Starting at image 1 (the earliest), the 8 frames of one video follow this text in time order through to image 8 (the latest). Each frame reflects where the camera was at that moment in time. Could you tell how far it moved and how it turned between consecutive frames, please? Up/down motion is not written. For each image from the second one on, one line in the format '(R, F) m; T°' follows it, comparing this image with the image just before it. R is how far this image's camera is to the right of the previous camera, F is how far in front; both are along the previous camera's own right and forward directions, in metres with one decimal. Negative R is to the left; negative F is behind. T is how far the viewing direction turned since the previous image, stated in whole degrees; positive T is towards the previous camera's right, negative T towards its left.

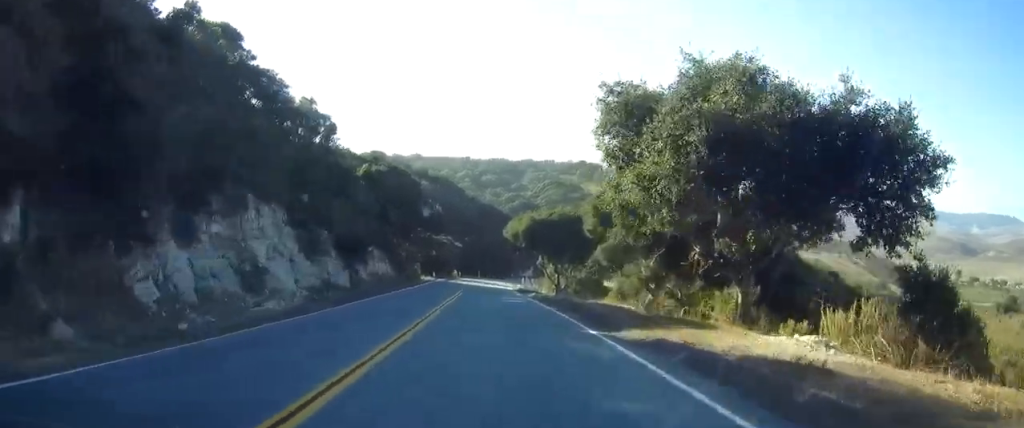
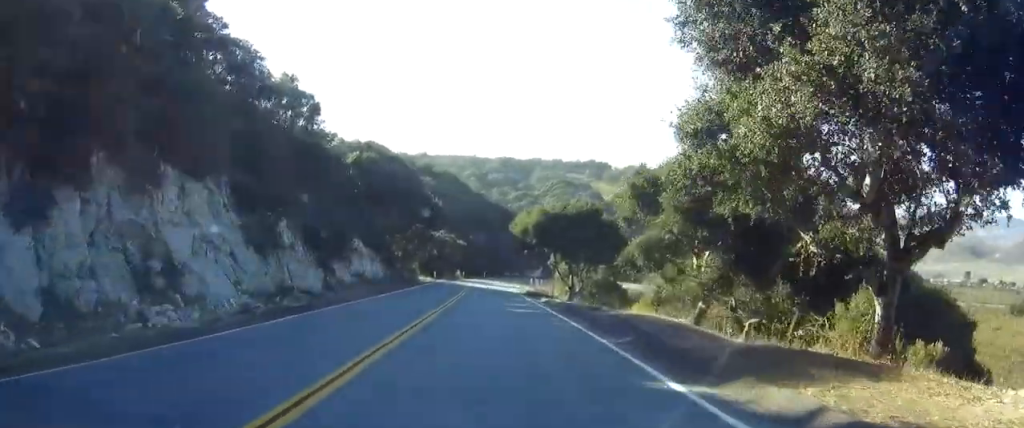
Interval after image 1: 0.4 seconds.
(-0.1, +7.4) m; -1°
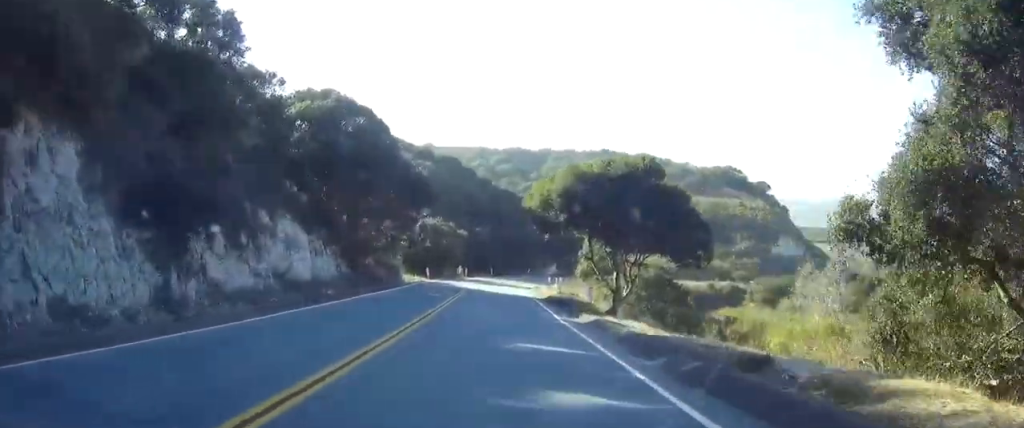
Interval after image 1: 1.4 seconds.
(-0.1, +17.6) m; -1°
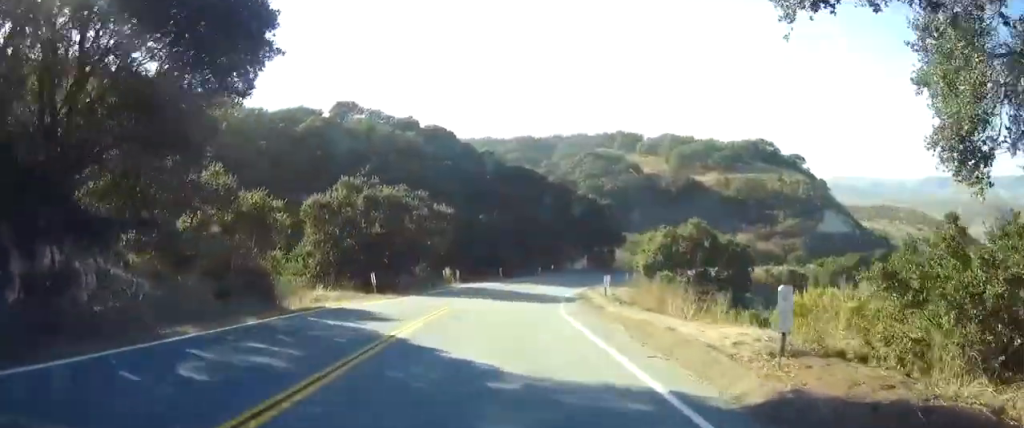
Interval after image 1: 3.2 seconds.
(-0.6, +32.1) m; -1°
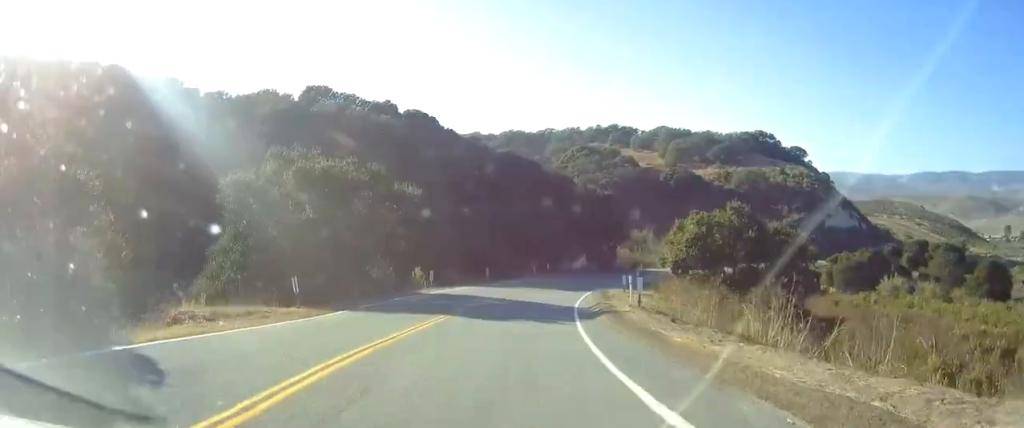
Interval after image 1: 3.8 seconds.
(0.0, +11.8) m; +1°
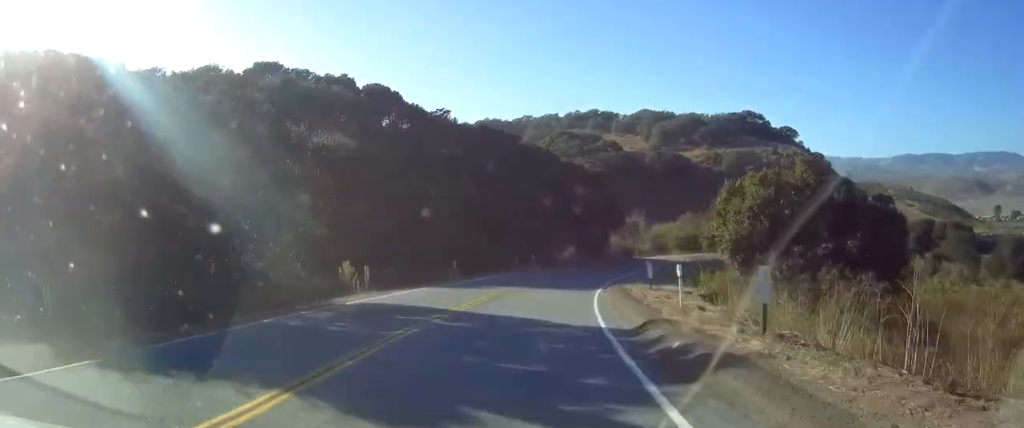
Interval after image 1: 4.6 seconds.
(-0.1, +13.4) m; +1°
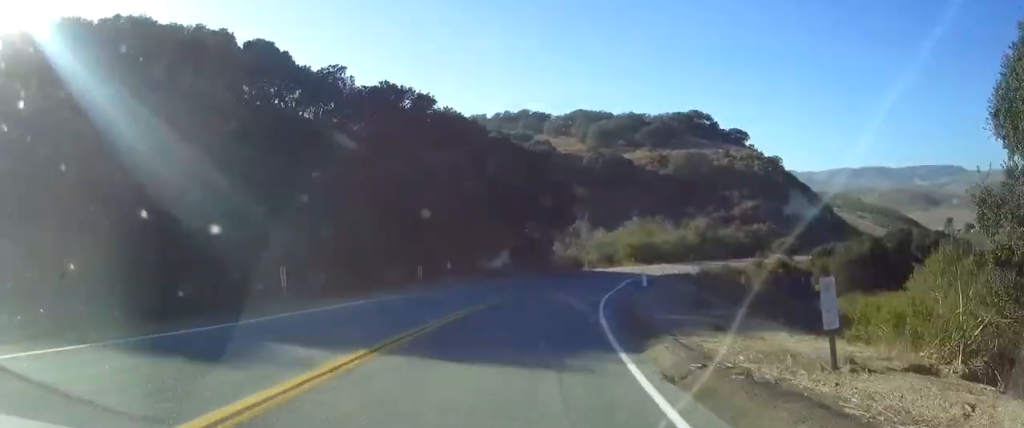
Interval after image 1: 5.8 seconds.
(+0.9, +20.9) m; +6°
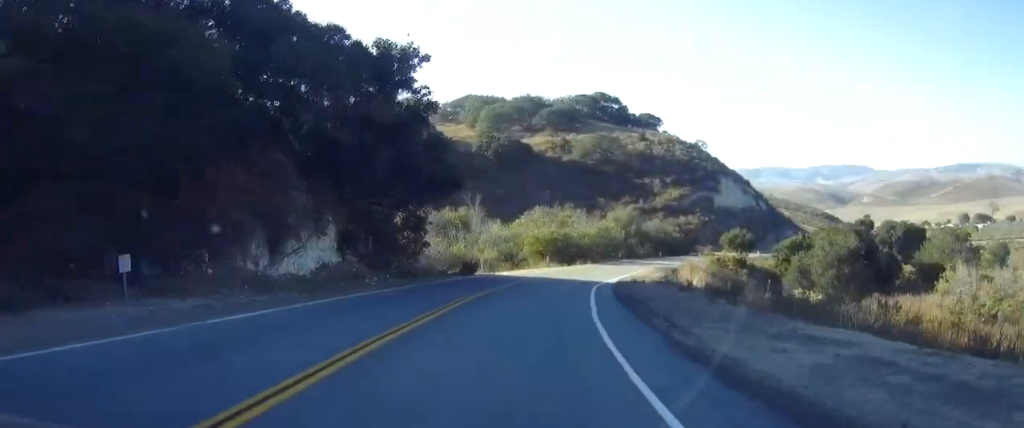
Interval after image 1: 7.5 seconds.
(+2.6, +28.6) m; +11°
